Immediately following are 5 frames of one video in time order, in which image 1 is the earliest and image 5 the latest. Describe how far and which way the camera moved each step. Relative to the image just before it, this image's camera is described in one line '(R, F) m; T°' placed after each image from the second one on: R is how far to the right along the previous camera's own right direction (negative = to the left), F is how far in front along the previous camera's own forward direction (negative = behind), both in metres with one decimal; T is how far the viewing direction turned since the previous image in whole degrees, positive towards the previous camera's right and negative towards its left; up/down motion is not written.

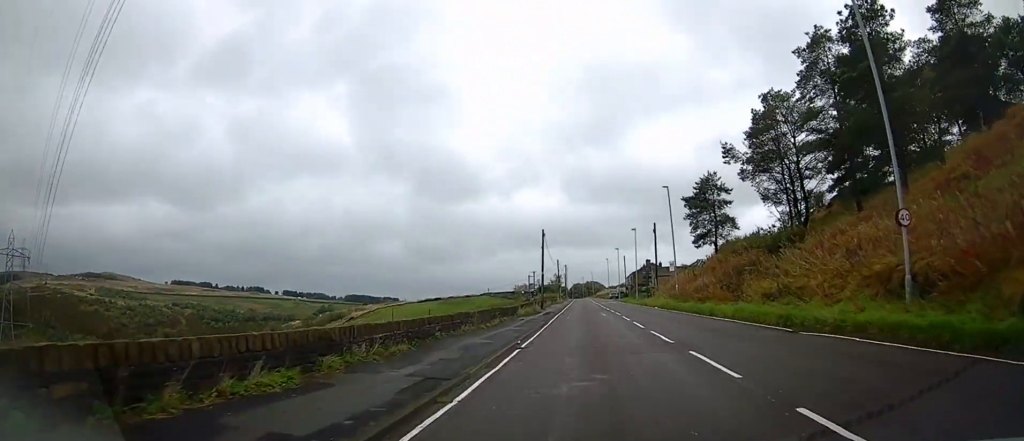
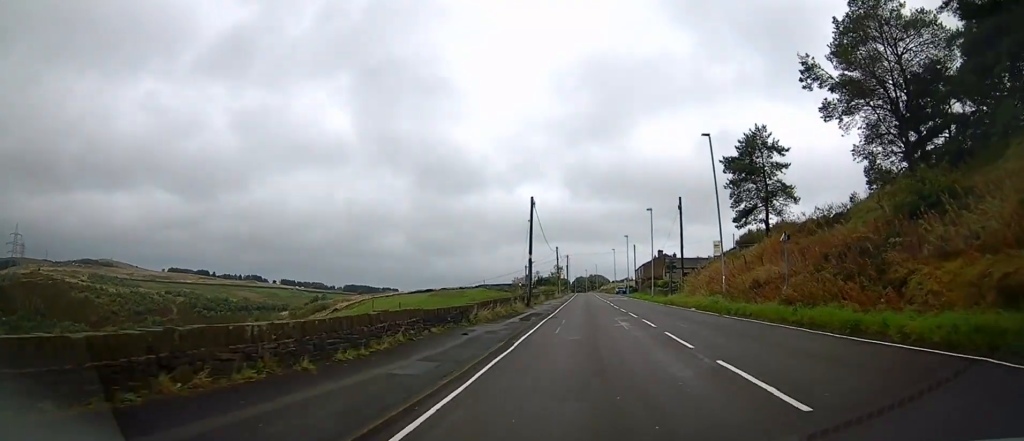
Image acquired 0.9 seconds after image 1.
(-0.2, +14.8) m; -1°
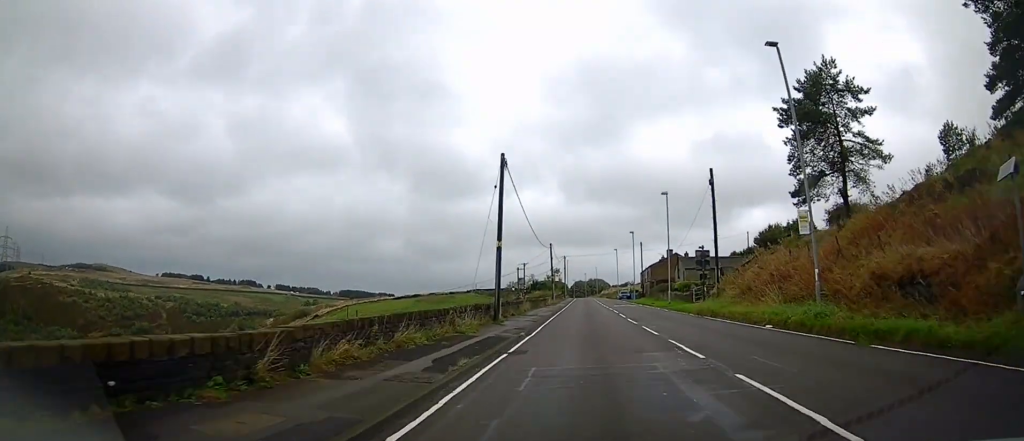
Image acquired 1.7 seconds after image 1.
(-0.2, +13.3) m; -1°
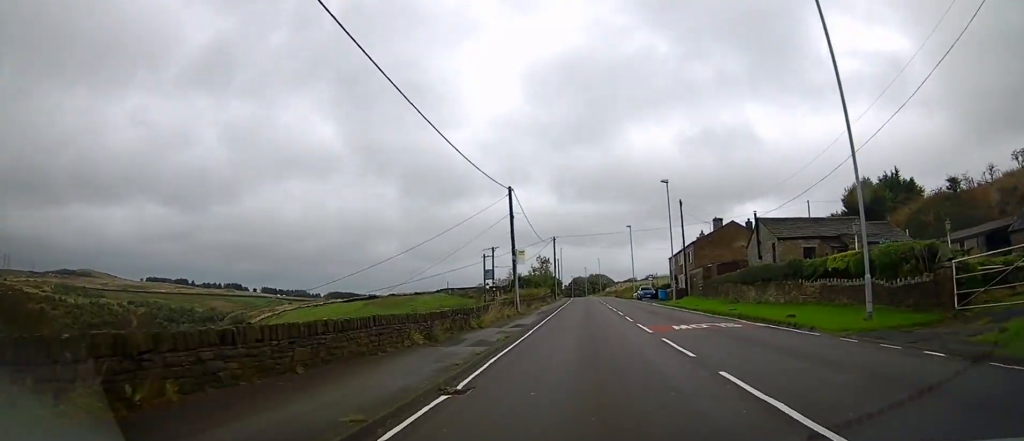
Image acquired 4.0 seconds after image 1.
(+0.3, +36.6) m; +1°
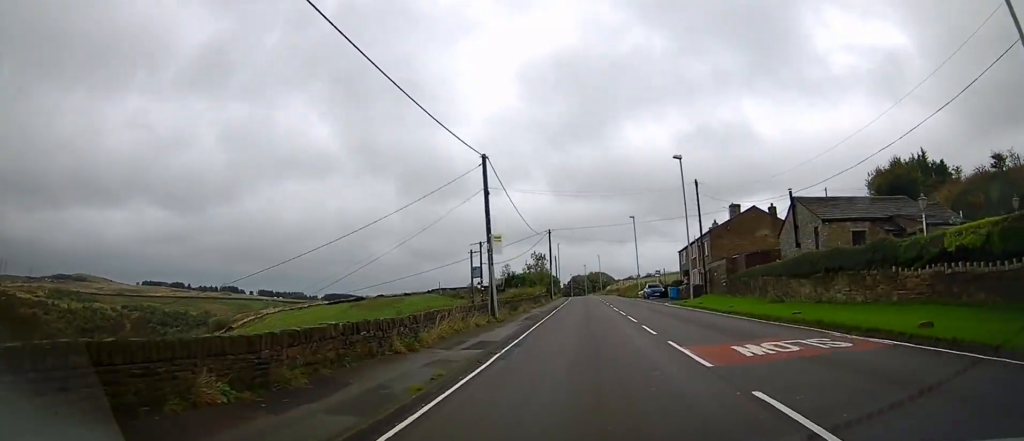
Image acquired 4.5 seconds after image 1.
(0.0, +7.8) m; 0°
